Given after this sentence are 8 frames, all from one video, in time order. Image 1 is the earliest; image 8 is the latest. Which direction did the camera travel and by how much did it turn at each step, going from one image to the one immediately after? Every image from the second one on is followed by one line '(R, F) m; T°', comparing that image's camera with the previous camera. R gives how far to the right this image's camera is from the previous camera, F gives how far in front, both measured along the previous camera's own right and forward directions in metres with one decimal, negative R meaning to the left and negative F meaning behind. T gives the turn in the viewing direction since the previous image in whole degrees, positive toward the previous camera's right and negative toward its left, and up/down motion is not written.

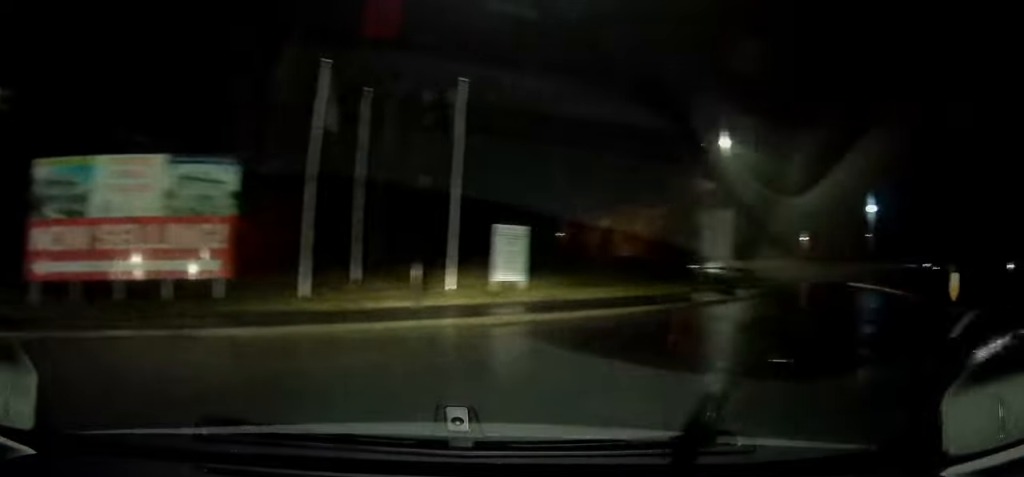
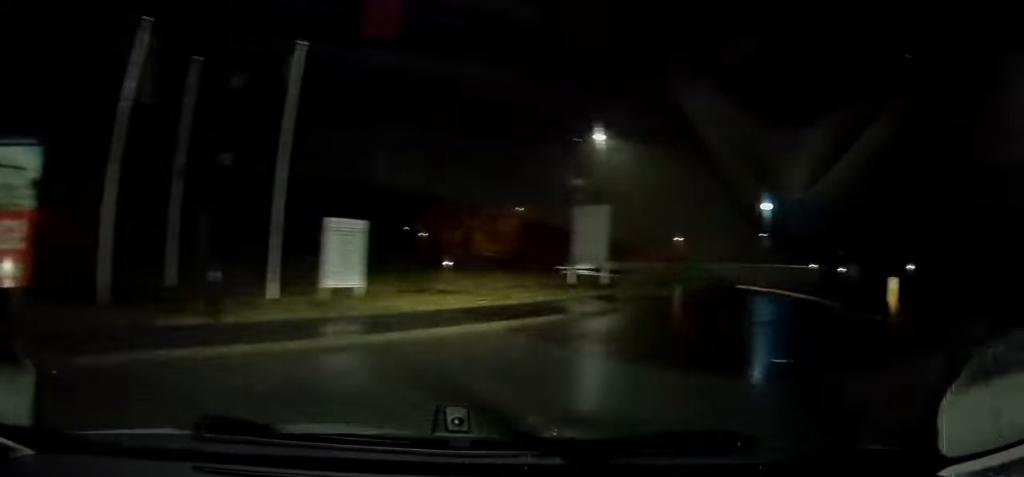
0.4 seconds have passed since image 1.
(+0.4, +2.7) m; +14°
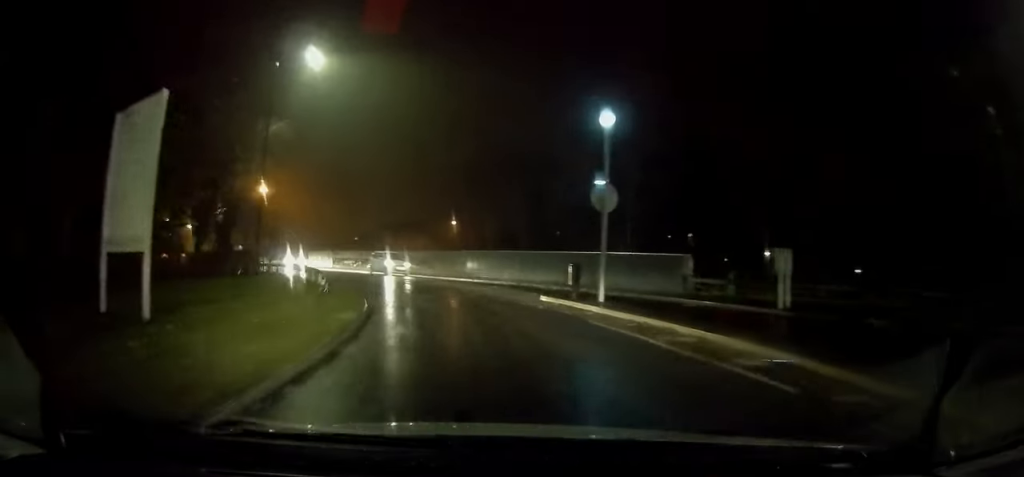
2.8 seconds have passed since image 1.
(+7.2, +14.7) m; +32°
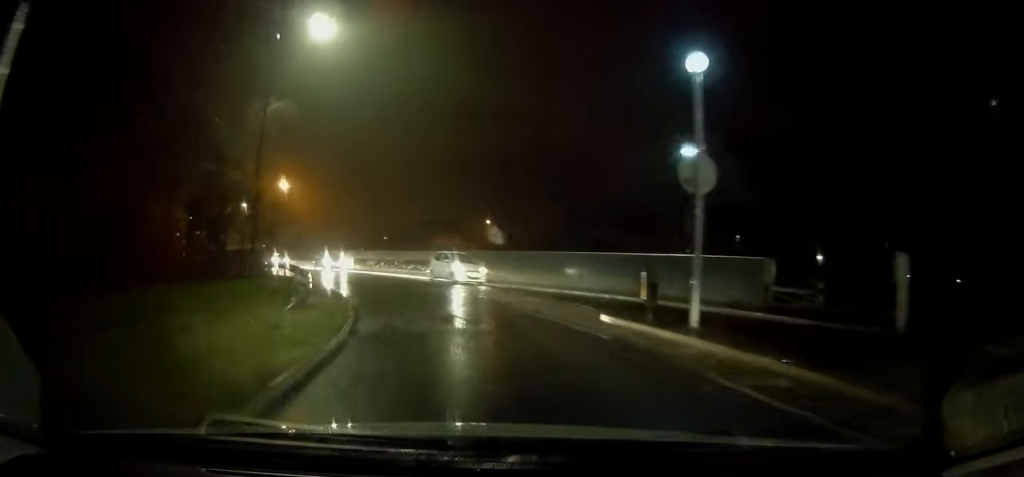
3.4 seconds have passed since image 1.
(-0.1, +4.6) m; -3°
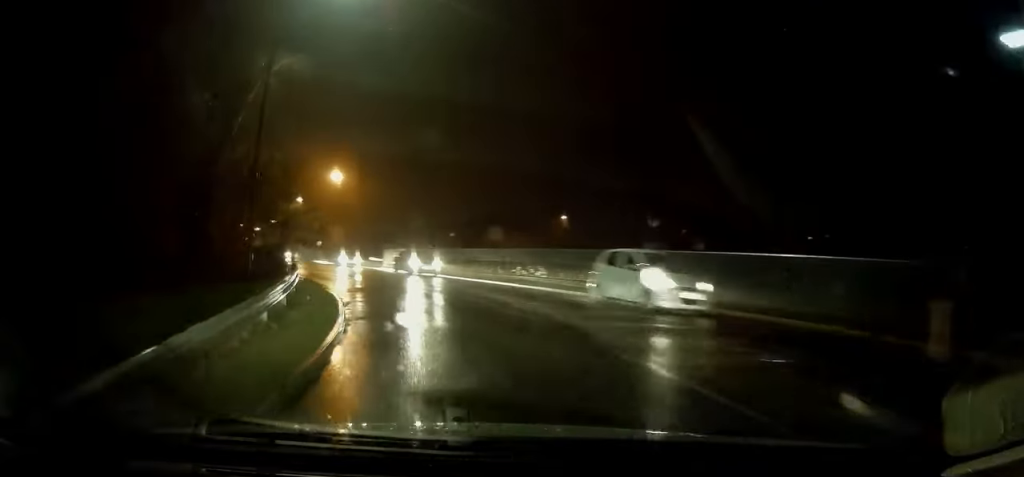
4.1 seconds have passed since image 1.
(-0.2, +6.6) m; -6°
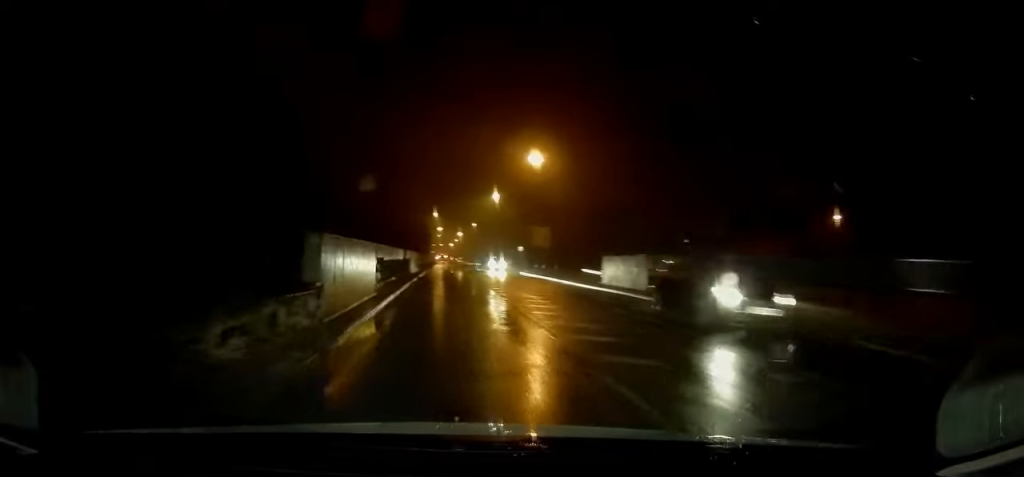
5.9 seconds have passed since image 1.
(-3.1, +17.9) m; -19°
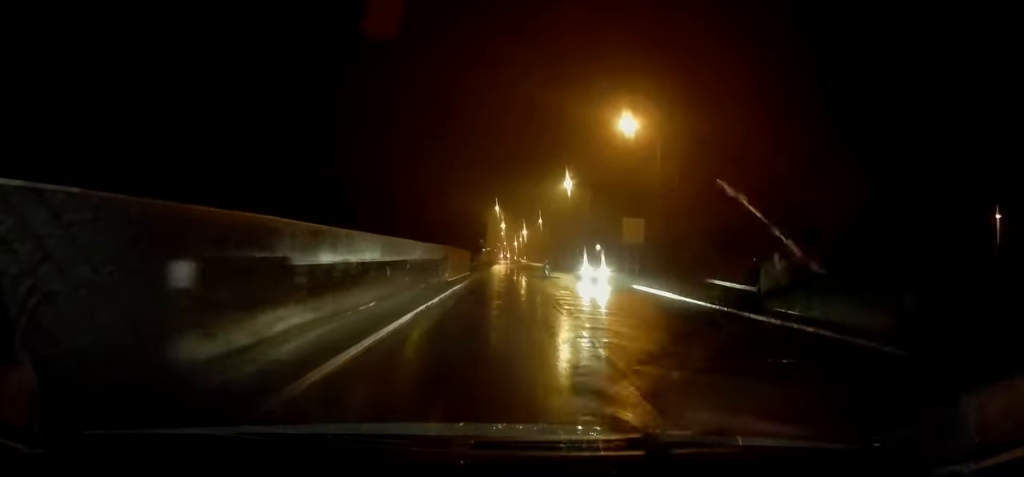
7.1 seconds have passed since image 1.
(-1.3, +14.1) m; -7°
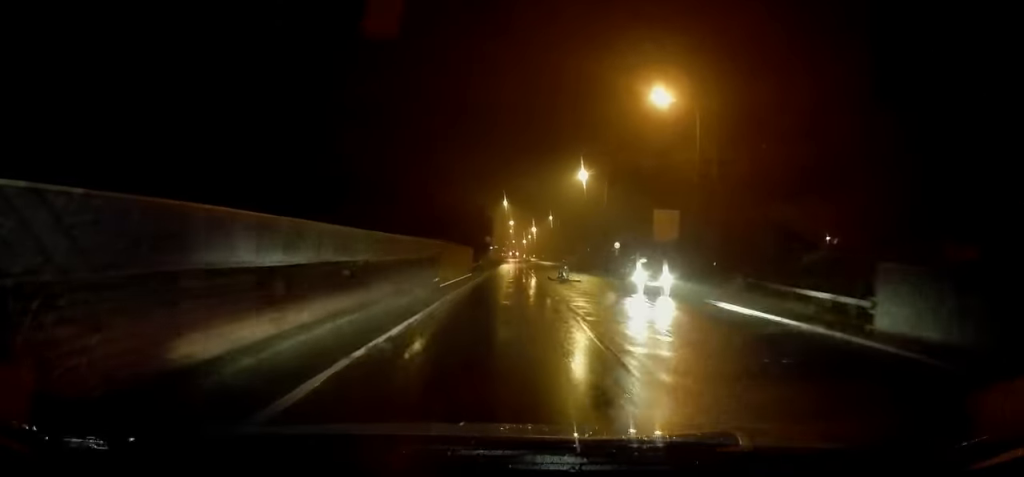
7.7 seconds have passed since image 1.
(-0.3, +6.7) m; -1°
